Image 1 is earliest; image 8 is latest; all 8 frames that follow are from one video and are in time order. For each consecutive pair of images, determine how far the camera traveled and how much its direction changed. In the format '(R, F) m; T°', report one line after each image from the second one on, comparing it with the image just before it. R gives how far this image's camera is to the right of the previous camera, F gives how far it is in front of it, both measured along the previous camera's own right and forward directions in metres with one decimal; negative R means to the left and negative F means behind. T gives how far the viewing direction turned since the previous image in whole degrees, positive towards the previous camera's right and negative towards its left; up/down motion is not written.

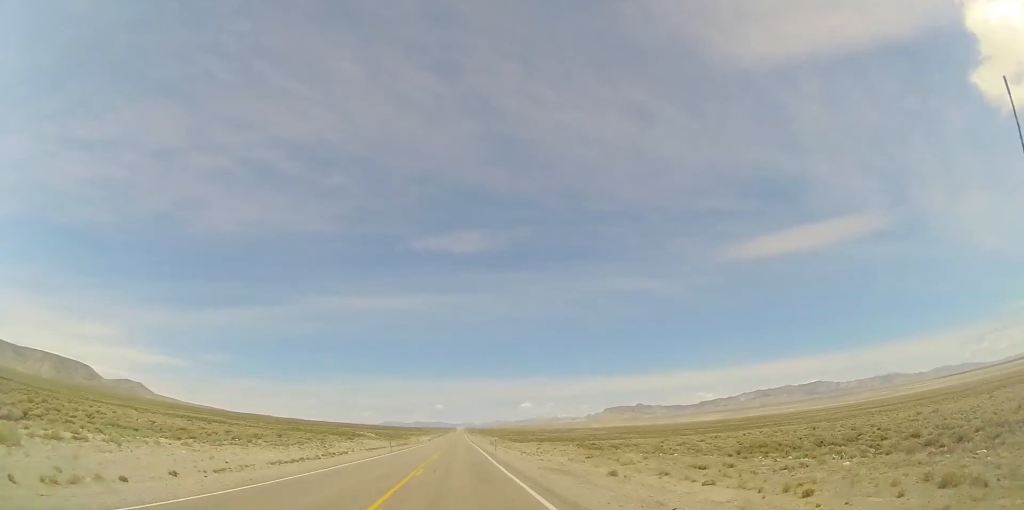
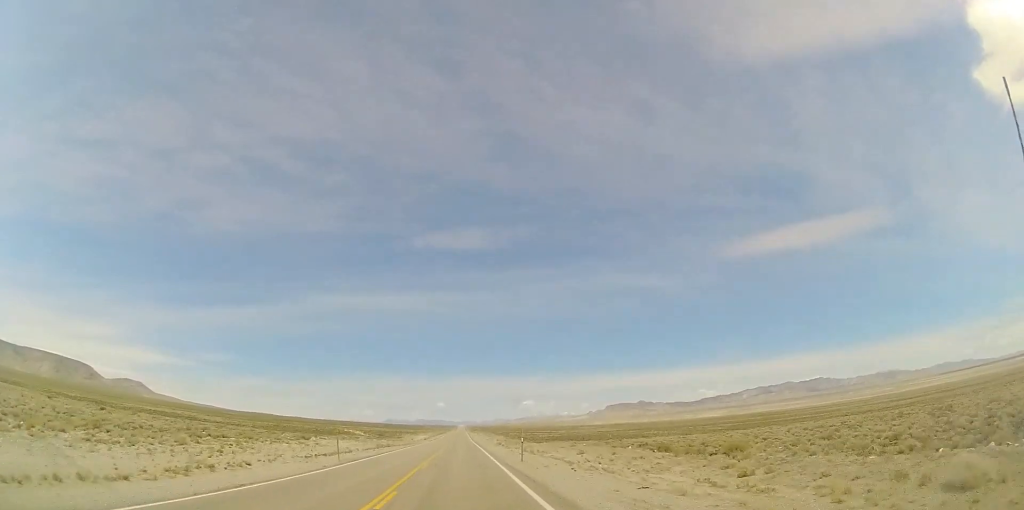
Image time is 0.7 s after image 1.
(-0.2, +21.4) m; 0°
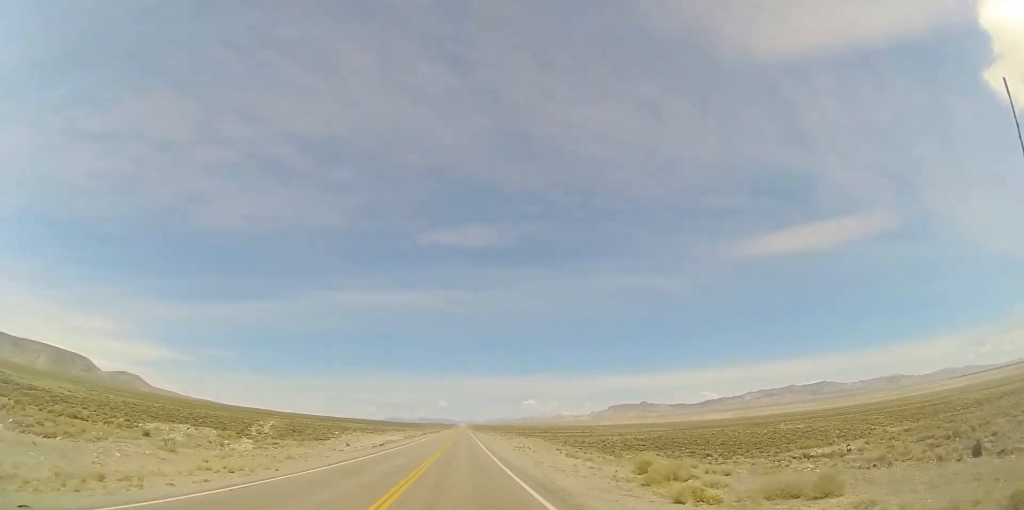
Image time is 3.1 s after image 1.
(-0.4, +73.8) m; 0°
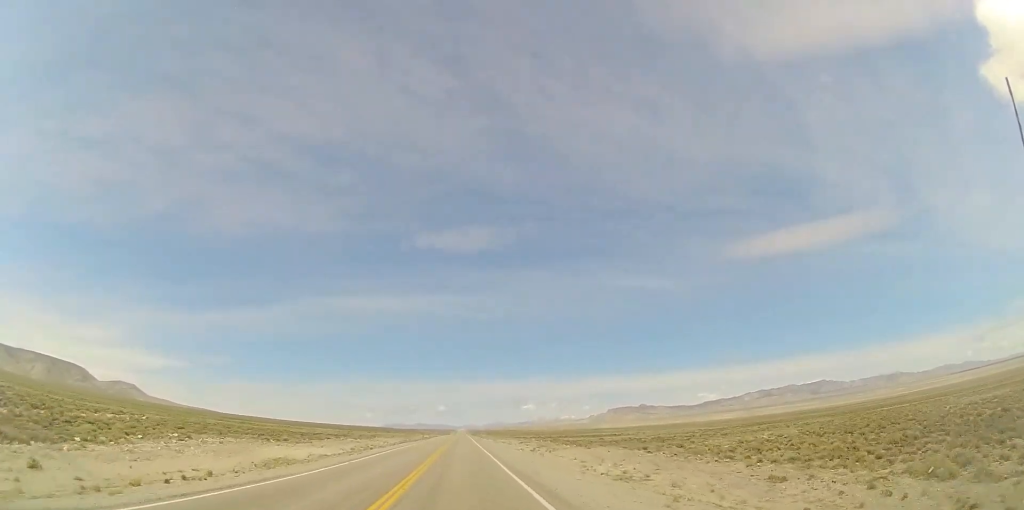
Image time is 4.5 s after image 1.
(+0.4, +44.2) m; +1°
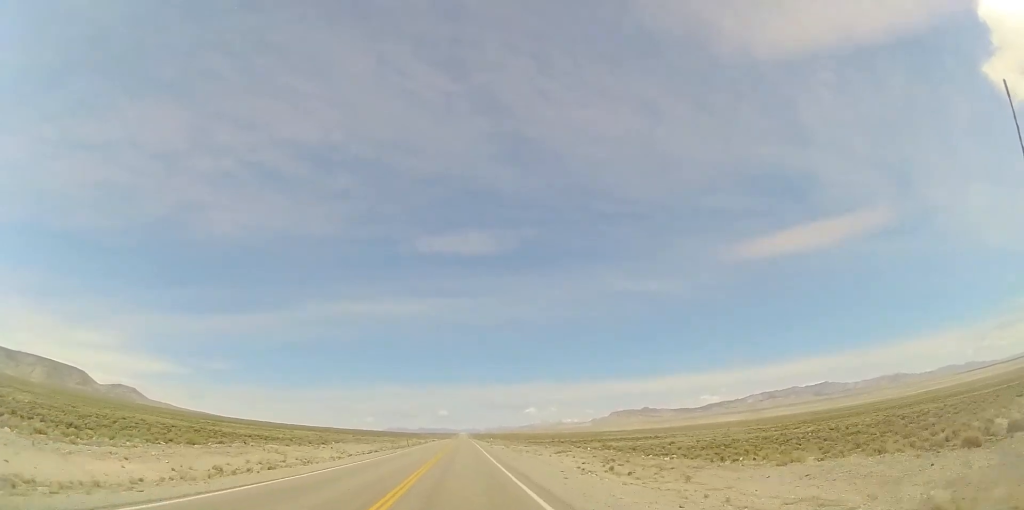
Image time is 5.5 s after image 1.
(+0.3, +28.8) m; 0°
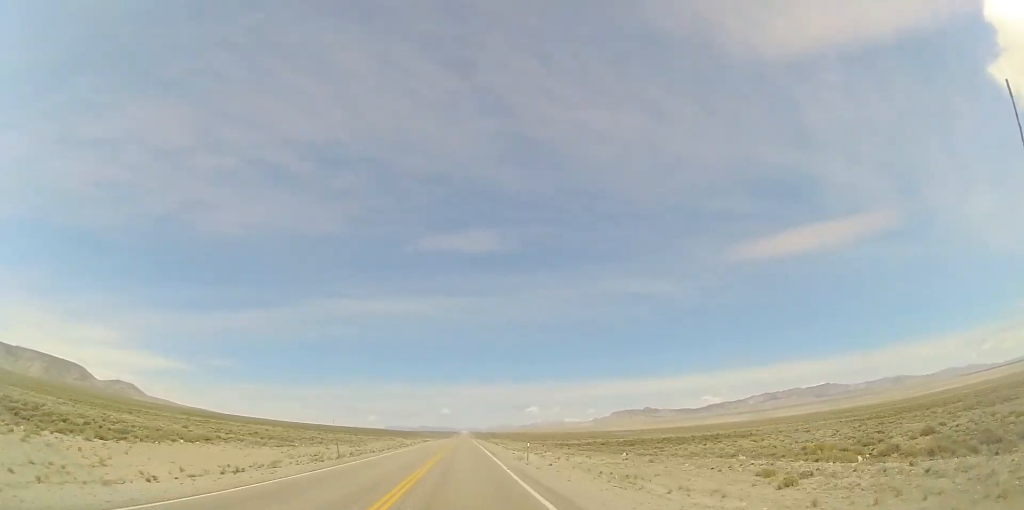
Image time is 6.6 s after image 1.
(-0.3, +36.0) m; -2°
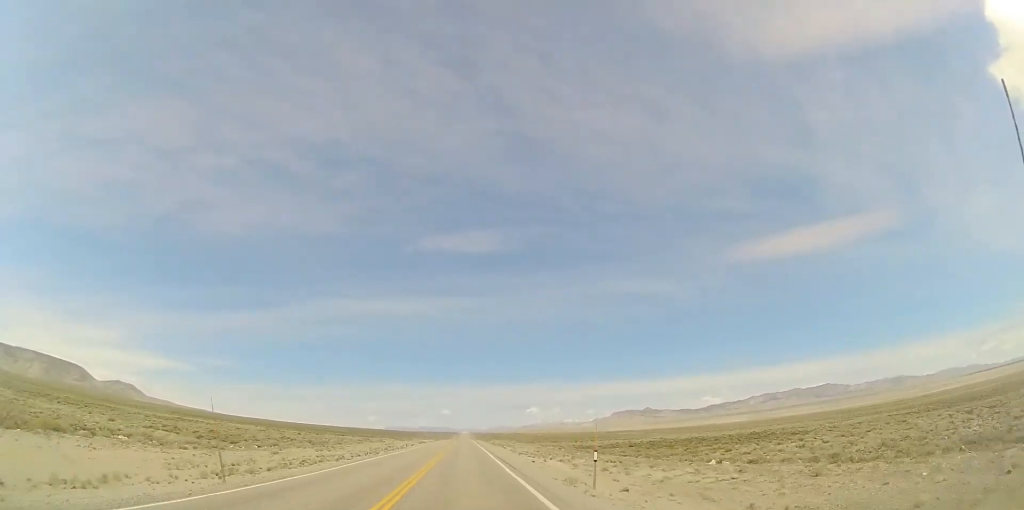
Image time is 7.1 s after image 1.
(-0.2, +14.4) m; 0°
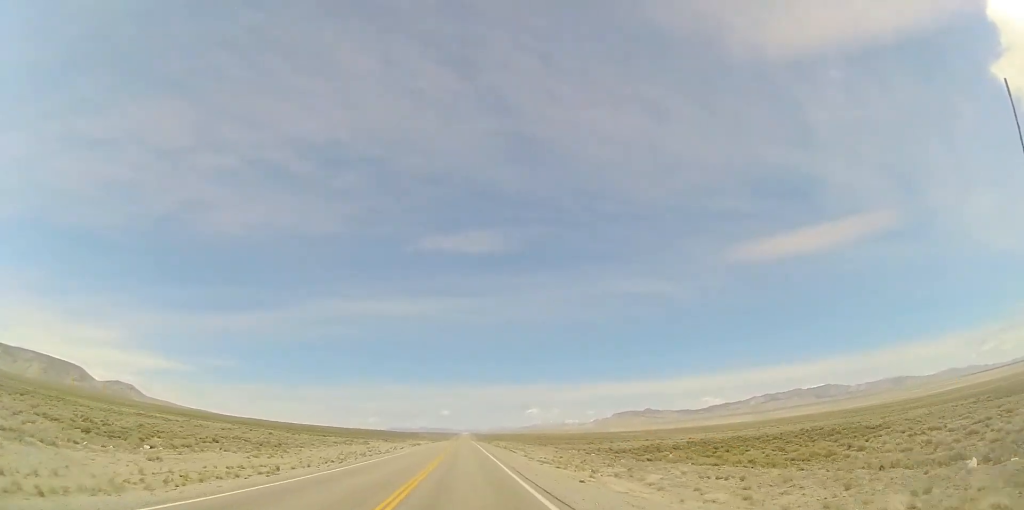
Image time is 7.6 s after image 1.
(-0.3, +15.4) m; 0°
